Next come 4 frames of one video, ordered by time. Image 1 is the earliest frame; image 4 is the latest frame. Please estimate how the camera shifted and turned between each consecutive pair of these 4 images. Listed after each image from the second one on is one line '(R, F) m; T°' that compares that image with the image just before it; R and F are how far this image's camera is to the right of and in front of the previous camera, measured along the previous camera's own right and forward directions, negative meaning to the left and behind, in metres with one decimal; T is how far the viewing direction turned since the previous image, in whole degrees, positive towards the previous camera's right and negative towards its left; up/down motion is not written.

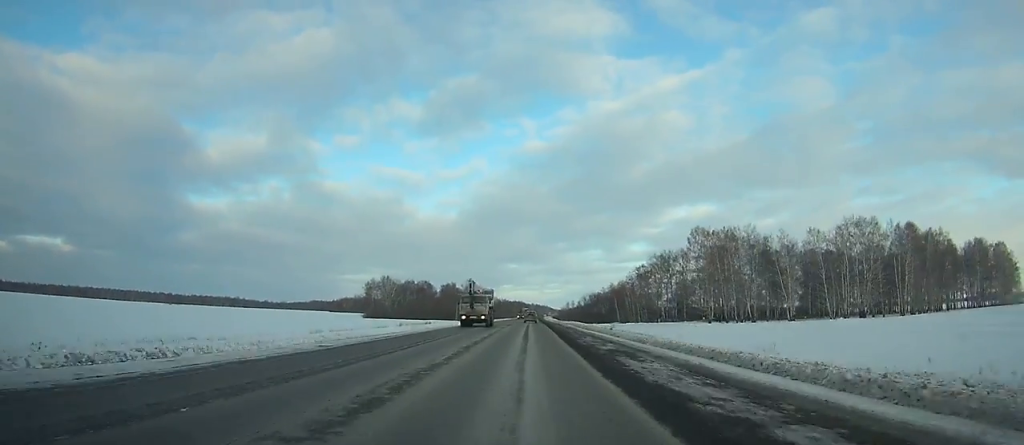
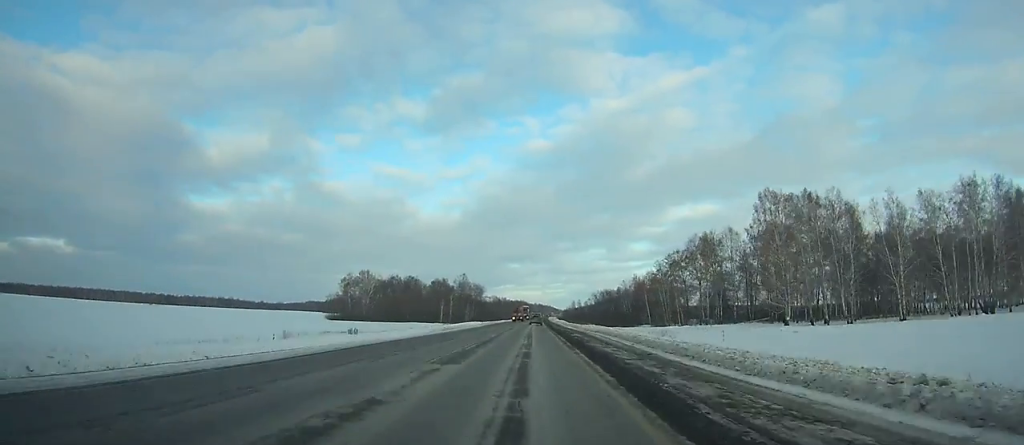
(0.0, +41.6) m; 0°
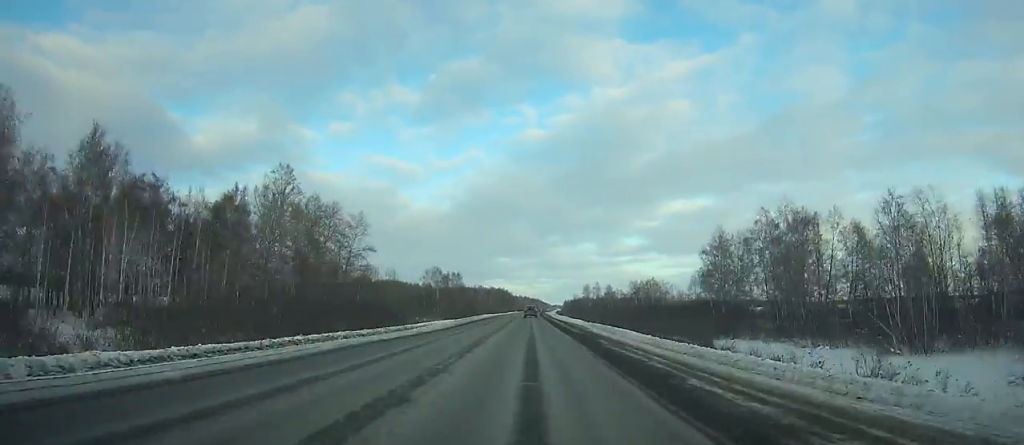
(+1.9, +198.5) m; +1°
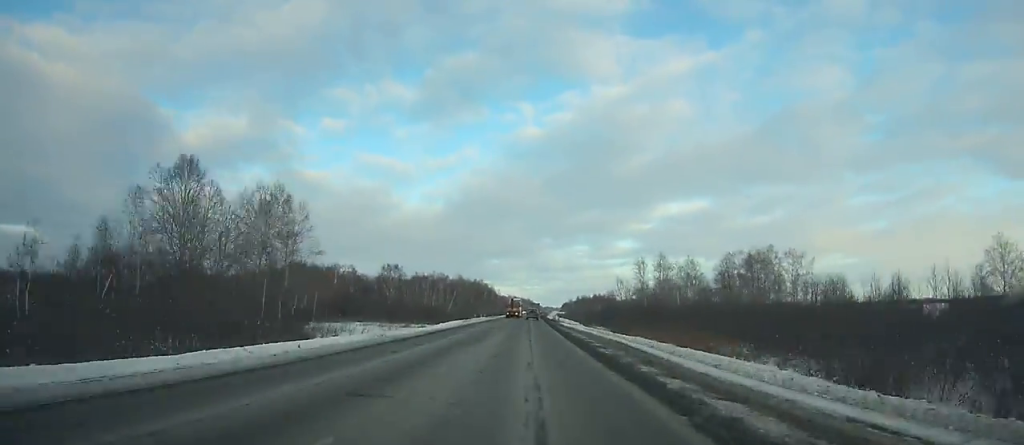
(+0.6, +141.6) m; +1°
